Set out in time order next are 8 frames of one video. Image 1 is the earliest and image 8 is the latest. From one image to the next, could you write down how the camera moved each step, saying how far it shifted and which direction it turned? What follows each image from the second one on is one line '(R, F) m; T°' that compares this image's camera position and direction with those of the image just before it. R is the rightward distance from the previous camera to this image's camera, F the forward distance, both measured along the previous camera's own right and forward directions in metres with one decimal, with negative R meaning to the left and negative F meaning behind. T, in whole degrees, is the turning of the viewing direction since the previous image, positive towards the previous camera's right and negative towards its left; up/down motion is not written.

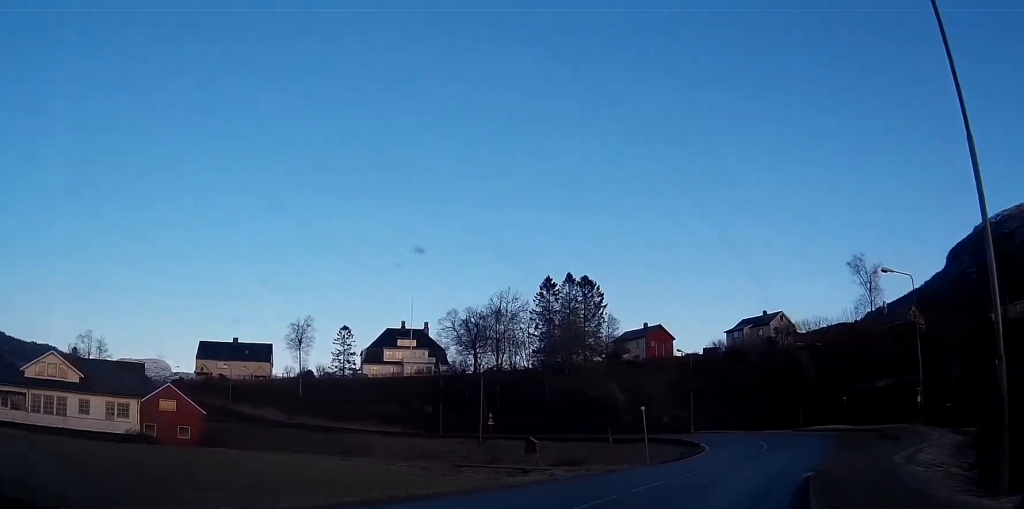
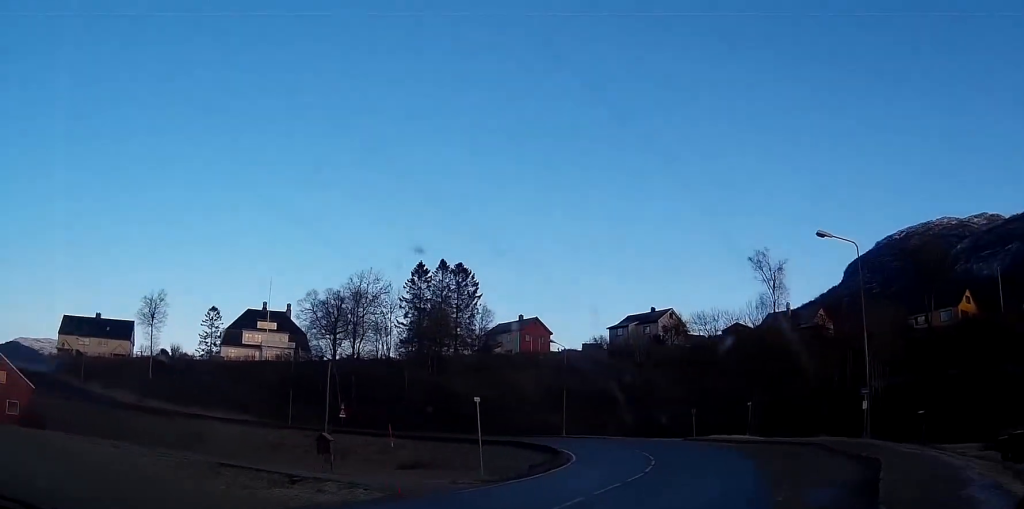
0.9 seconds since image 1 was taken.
(+0.9, +11.6) m; +7°
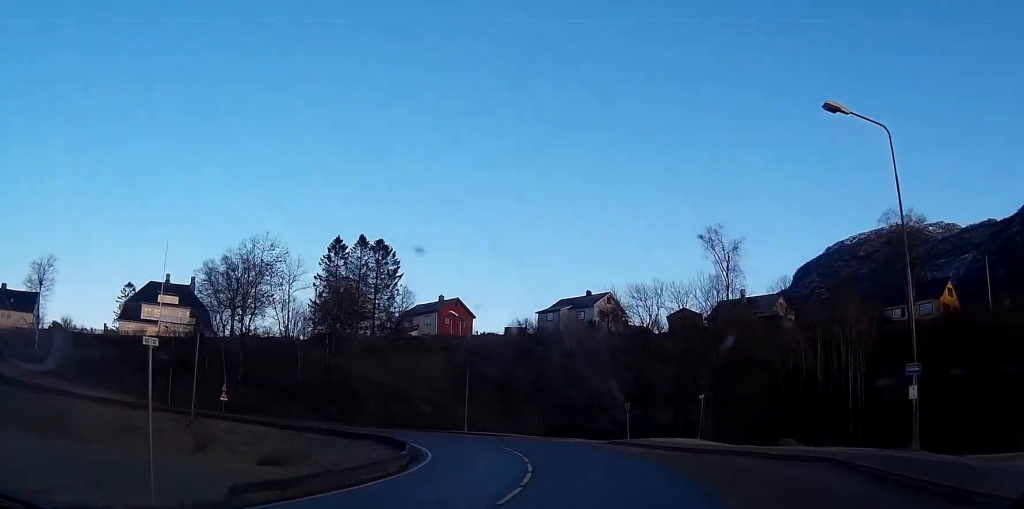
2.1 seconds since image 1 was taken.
(+0.7, +15.5) m; +2°
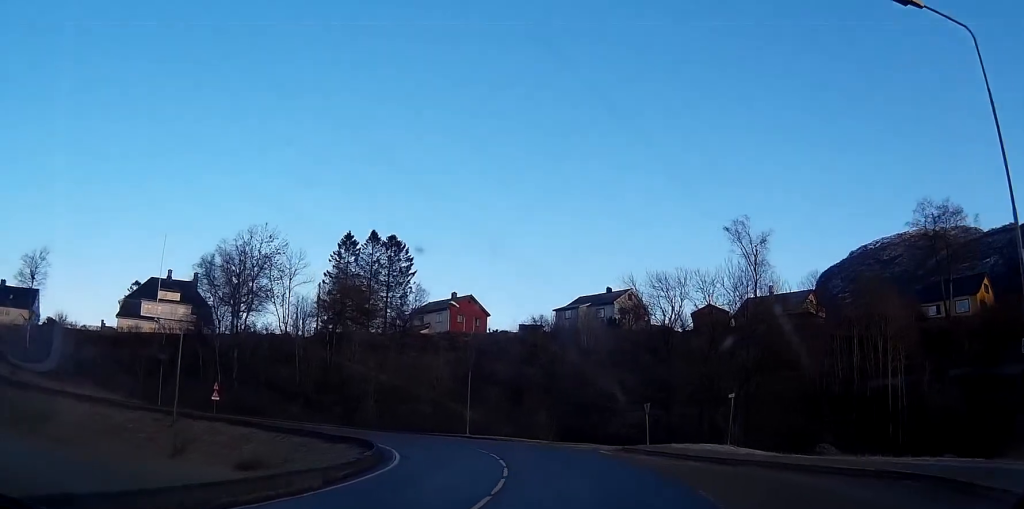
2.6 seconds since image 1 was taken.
(+0.1, +6.4) m; -1°
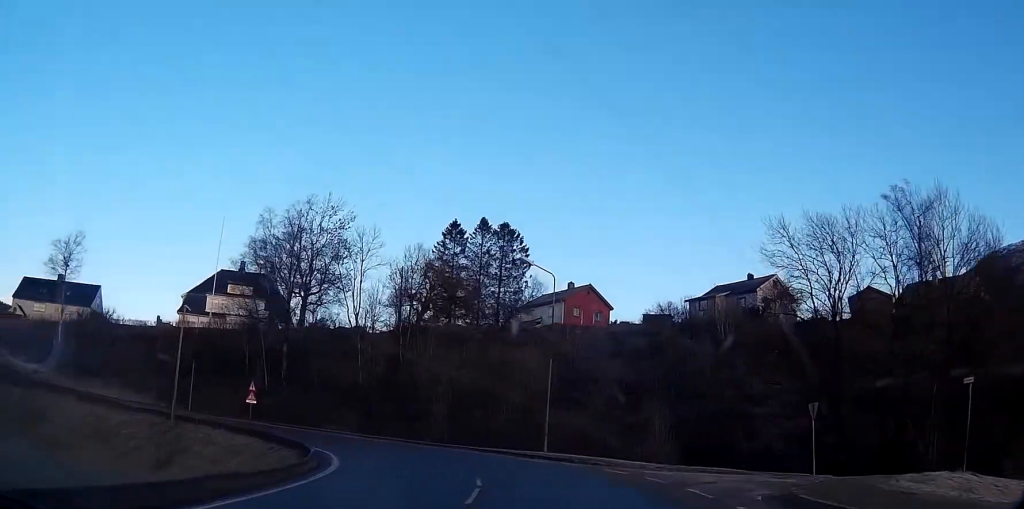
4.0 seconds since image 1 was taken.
(-1.4, +17.6) m; -10°
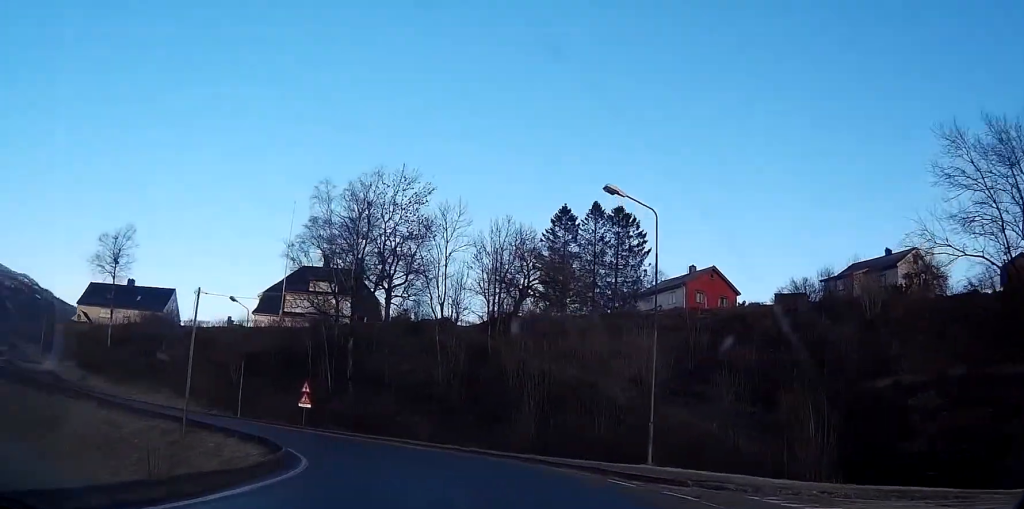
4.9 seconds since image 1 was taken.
(-0.7, +11.6) m; -9°
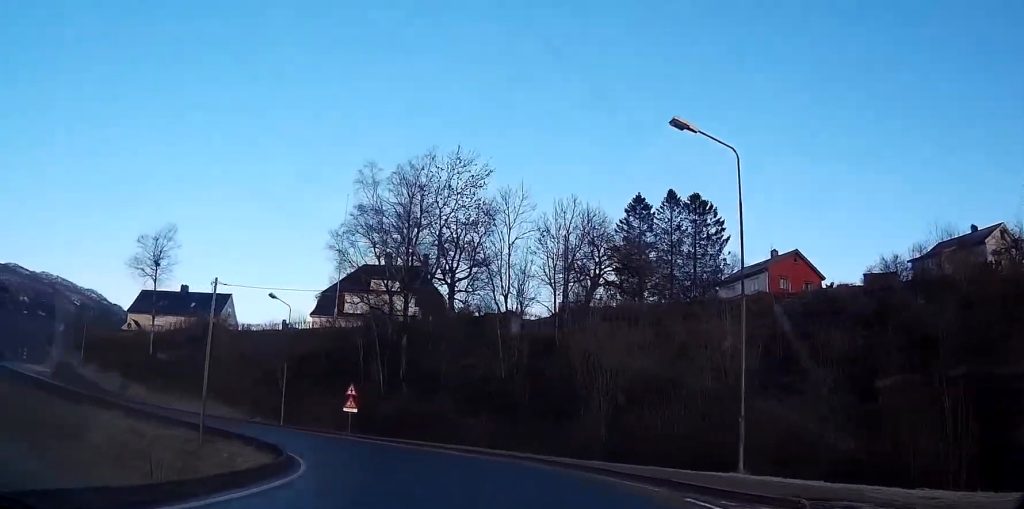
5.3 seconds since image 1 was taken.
(-0.1, +5.7) m; -5°
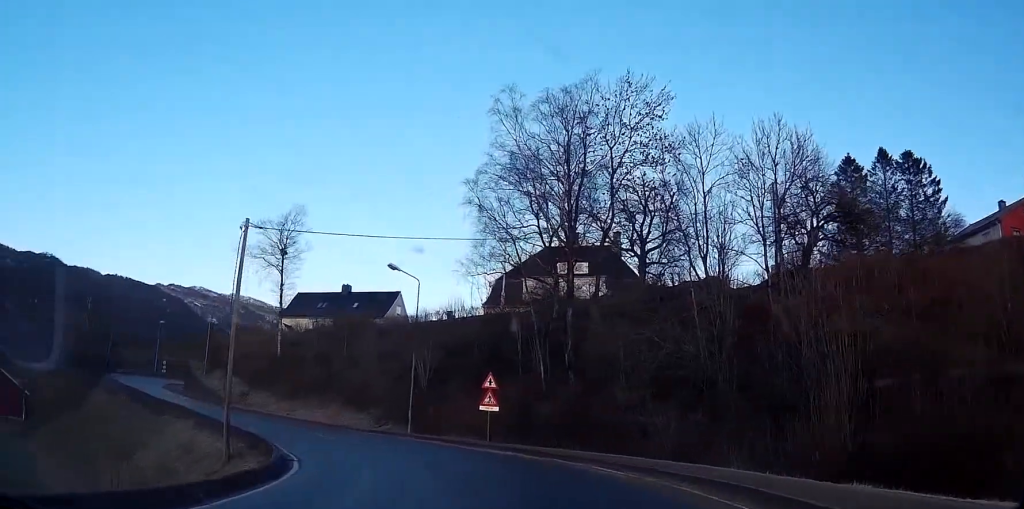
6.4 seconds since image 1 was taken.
(-1.6, +13.6) m; -18°
